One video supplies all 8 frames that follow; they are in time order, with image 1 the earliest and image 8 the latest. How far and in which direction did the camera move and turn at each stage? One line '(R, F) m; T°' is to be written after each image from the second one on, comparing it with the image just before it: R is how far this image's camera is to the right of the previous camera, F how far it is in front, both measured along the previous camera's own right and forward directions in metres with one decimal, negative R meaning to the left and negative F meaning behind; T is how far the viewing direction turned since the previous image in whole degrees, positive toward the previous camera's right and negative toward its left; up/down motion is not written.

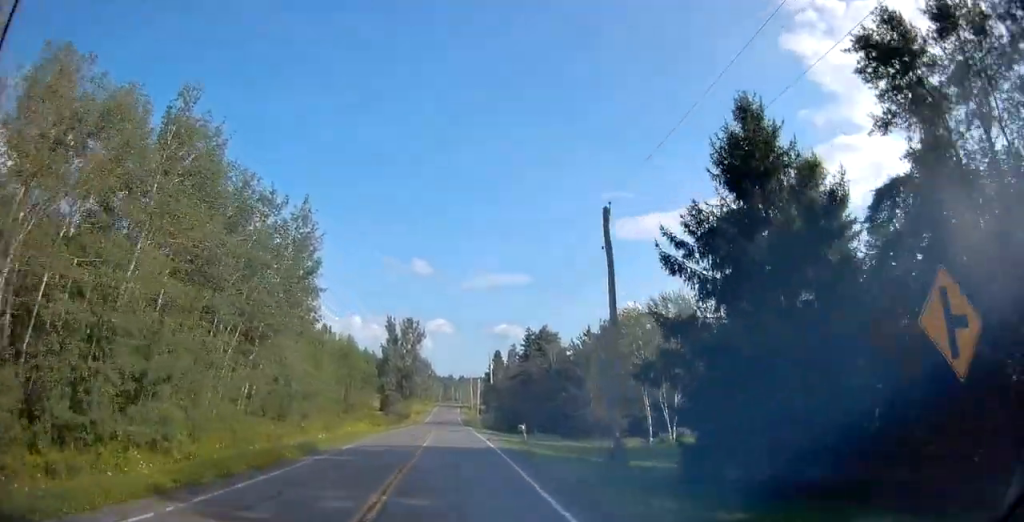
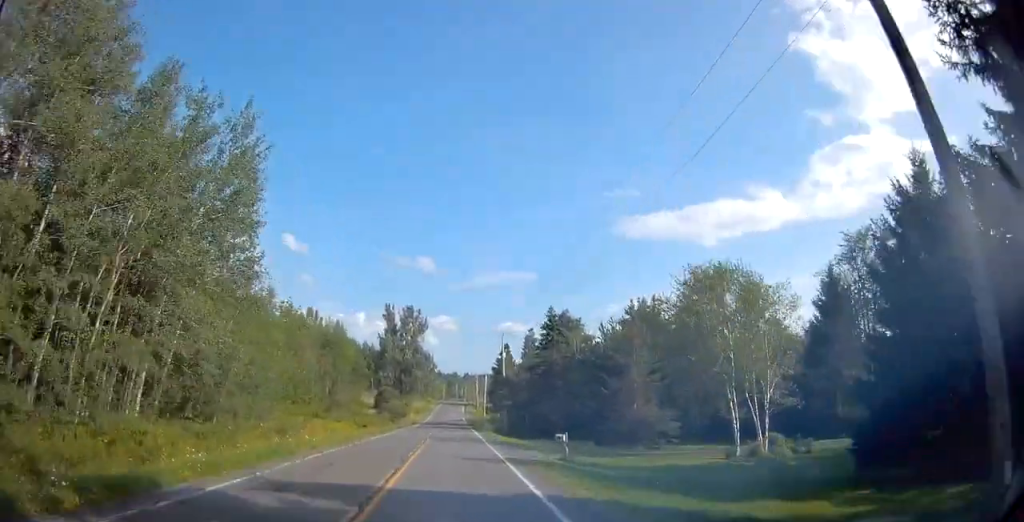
(+0.1, +14.1) m; 0°
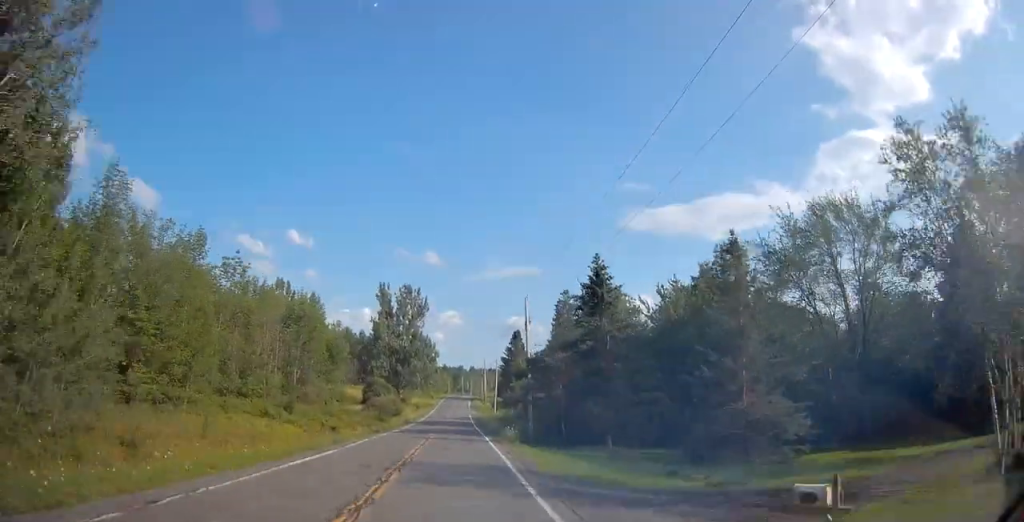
(-0.1, +18.2) m; -1°
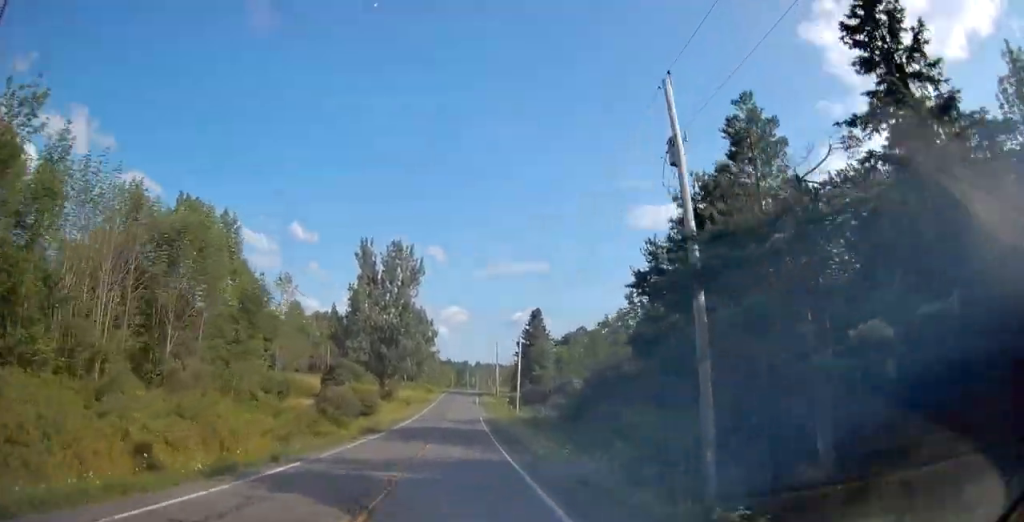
(-0.3, +29.9) m; -1°
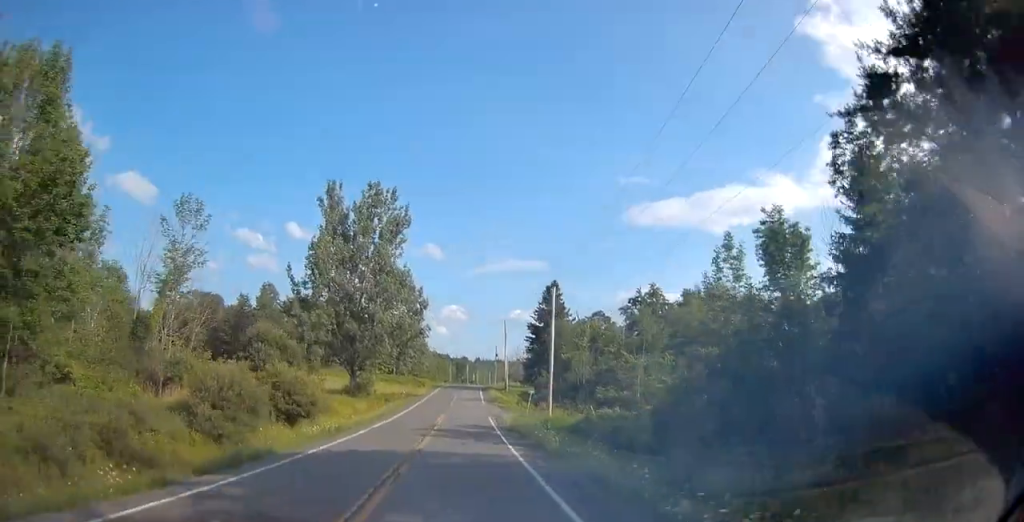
(+0.1, +23.5) m; 0°
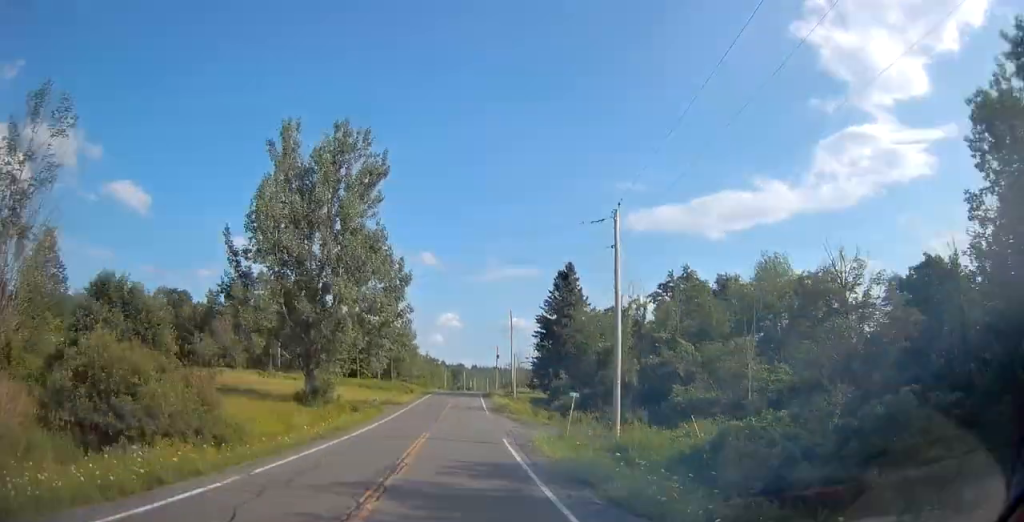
(0.0, +17.7) m; 0°
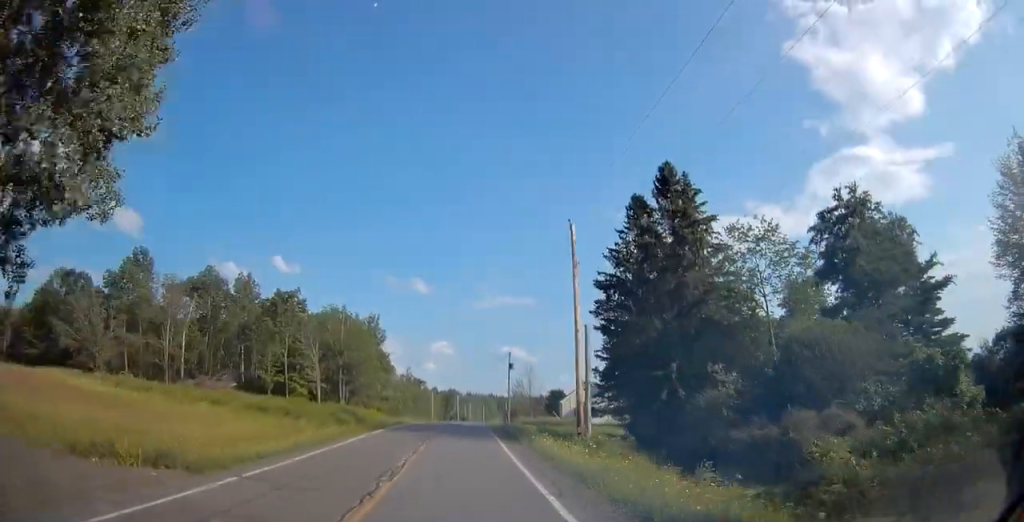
(+0.4, +42.3) m; +2°
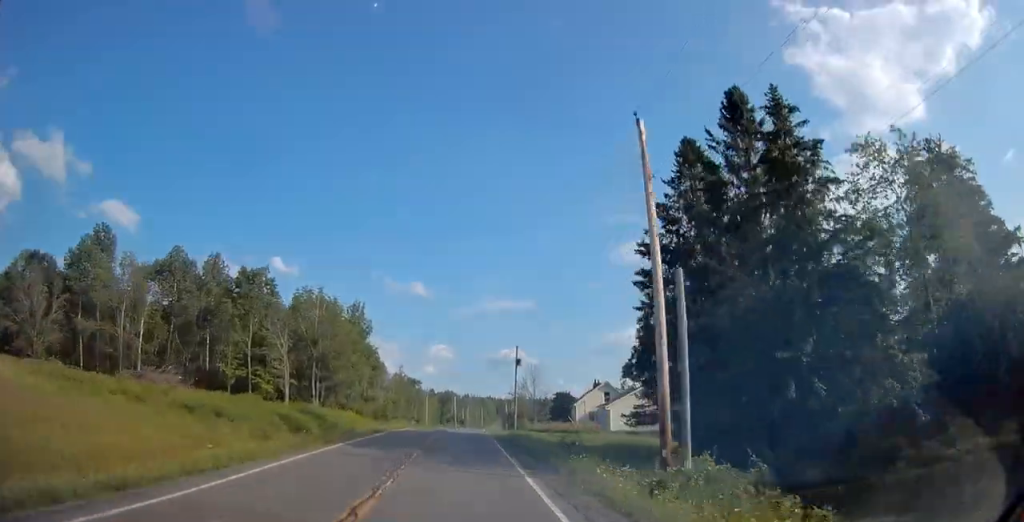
(+0.1, +11.8) m; 0°
